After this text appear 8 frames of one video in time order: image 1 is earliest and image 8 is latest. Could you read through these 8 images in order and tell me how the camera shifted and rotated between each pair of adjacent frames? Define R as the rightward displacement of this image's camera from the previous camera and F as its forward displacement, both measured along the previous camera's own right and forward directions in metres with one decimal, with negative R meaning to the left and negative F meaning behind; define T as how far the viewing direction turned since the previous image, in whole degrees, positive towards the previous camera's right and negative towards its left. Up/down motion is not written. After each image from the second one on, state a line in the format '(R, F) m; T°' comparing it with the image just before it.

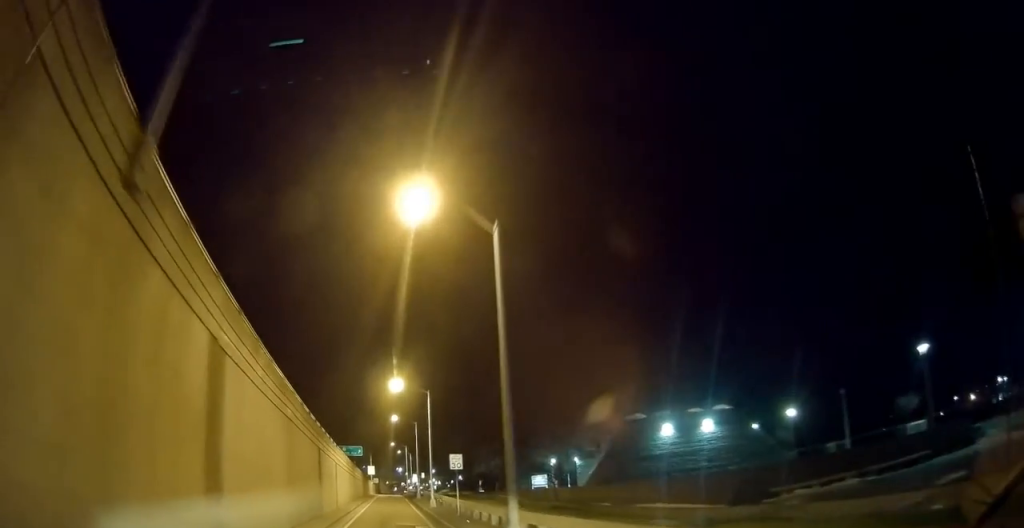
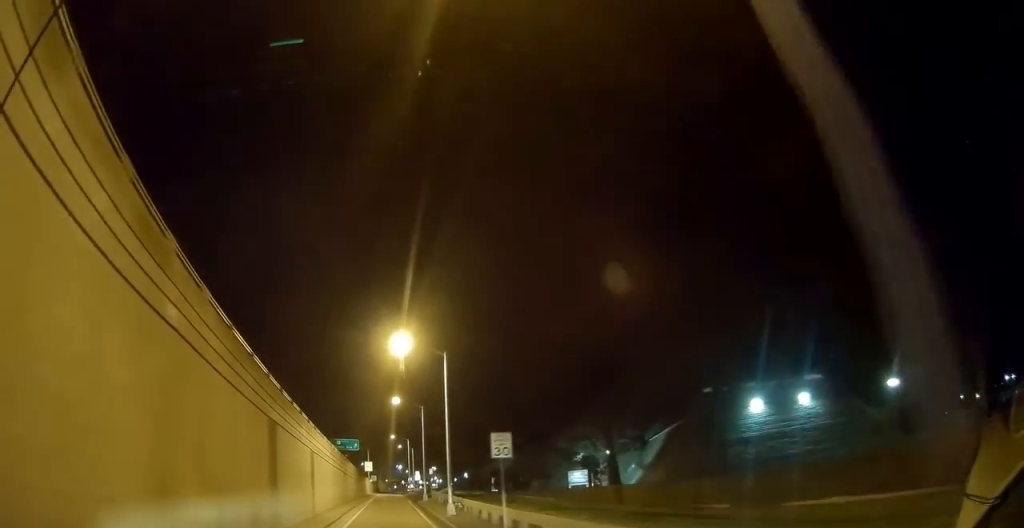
(-0.2, +11.2) m; 0°
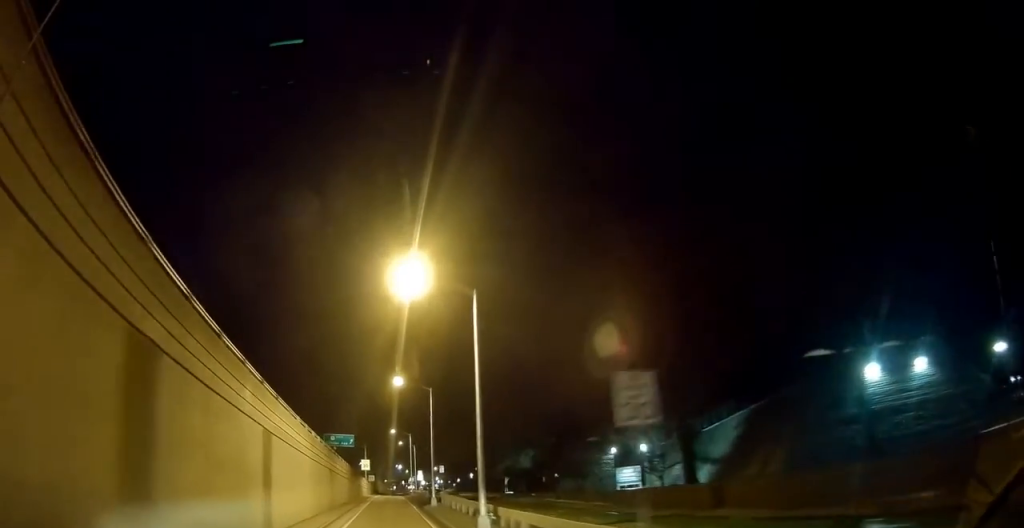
(+0.2, +9.3) m; +1°
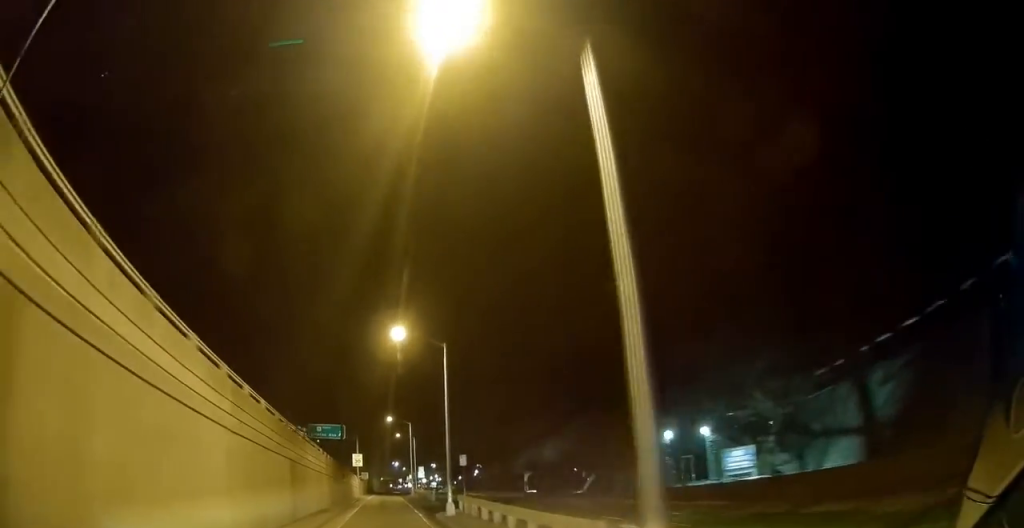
(+0.1, +11.9) m; 0°
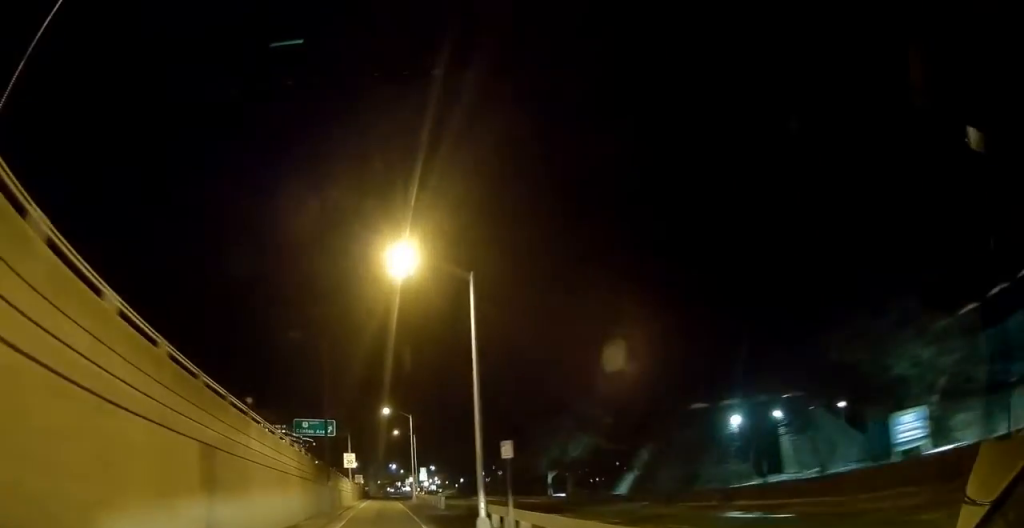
(0.0, +9.6) m; 0°
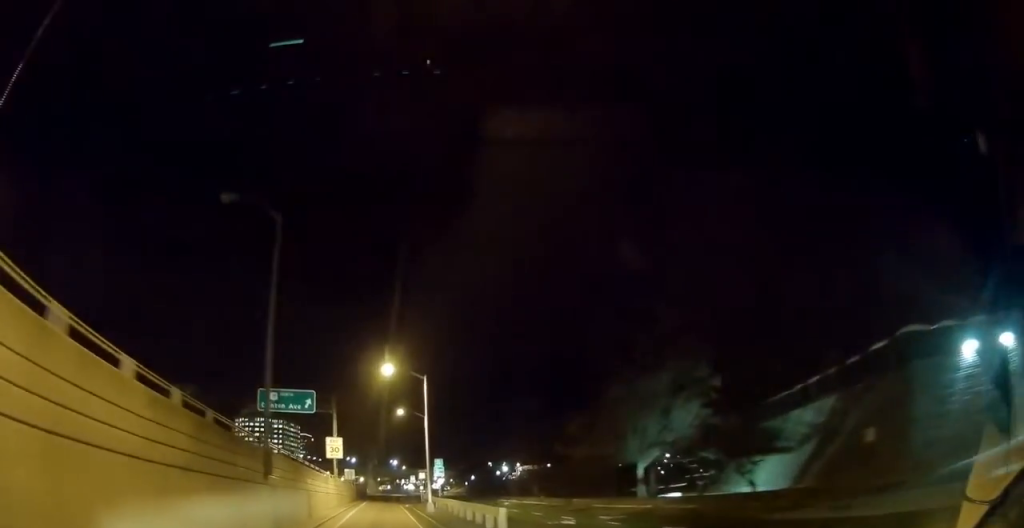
(-0.2, +18.0) m; -1°
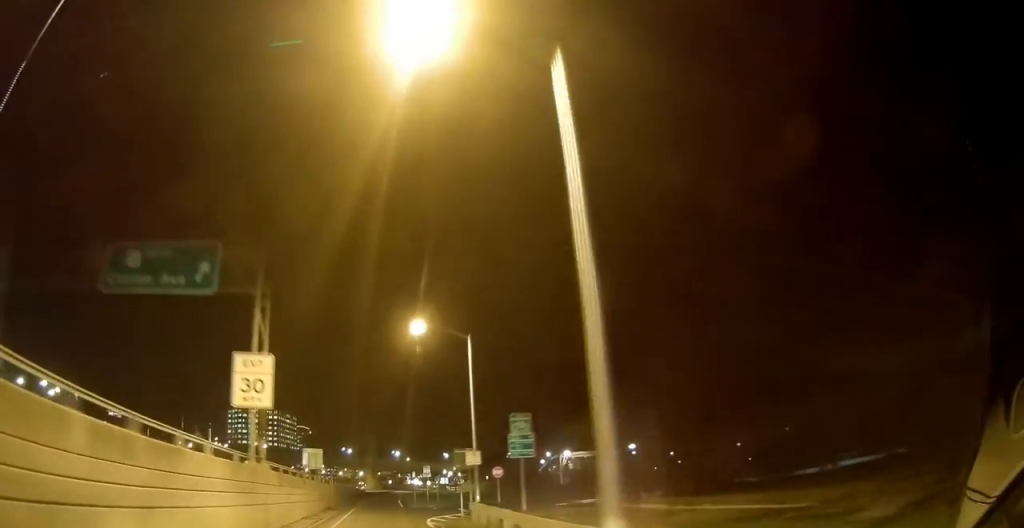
(+0.6, +27.3) m; +1°
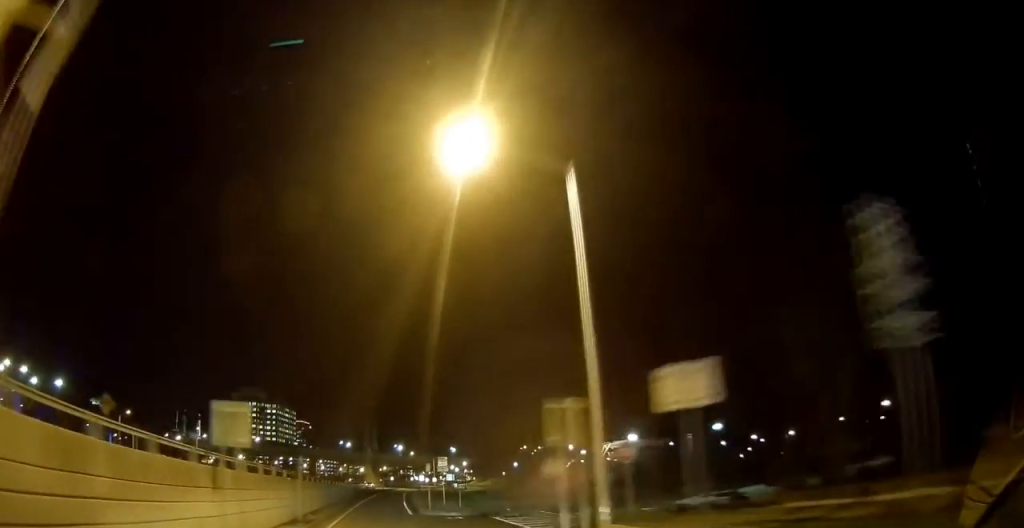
(-0.6, +14.8) m; -1°
